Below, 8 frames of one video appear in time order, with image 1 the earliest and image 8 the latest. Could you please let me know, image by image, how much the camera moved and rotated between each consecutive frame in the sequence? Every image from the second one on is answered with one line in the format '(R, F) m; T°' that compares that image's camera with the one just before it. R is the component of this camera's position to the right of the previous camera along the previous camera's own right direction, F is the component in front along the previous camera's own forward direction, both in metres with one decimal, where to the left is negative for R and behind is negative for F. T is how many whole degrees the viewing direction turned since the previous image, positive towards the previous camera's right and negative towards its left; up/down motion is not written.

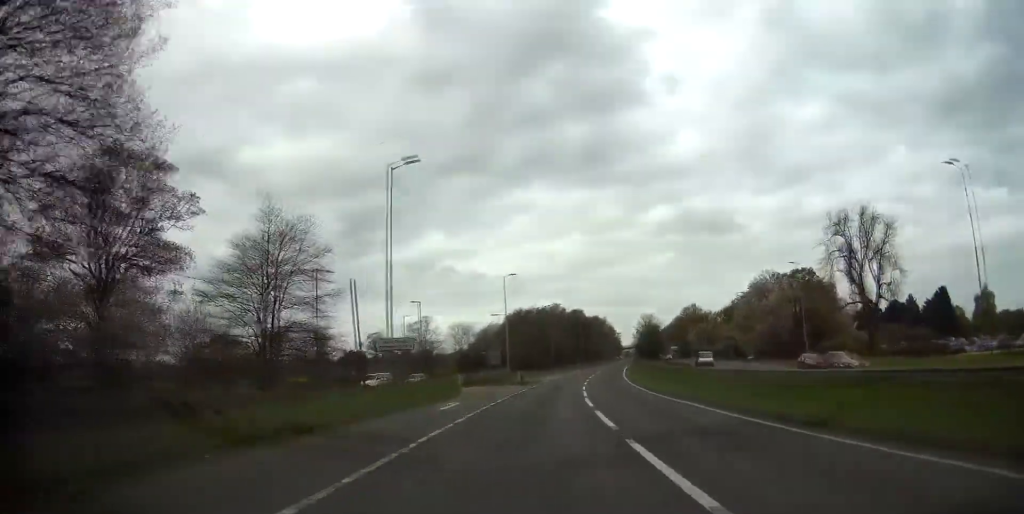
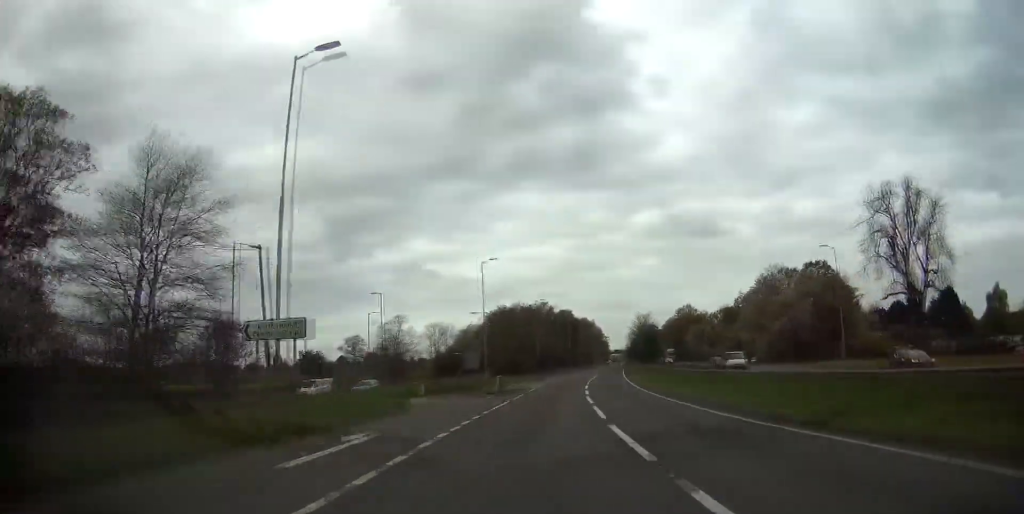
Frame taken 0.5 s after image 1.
(+0.2, +13.5) m; +1°
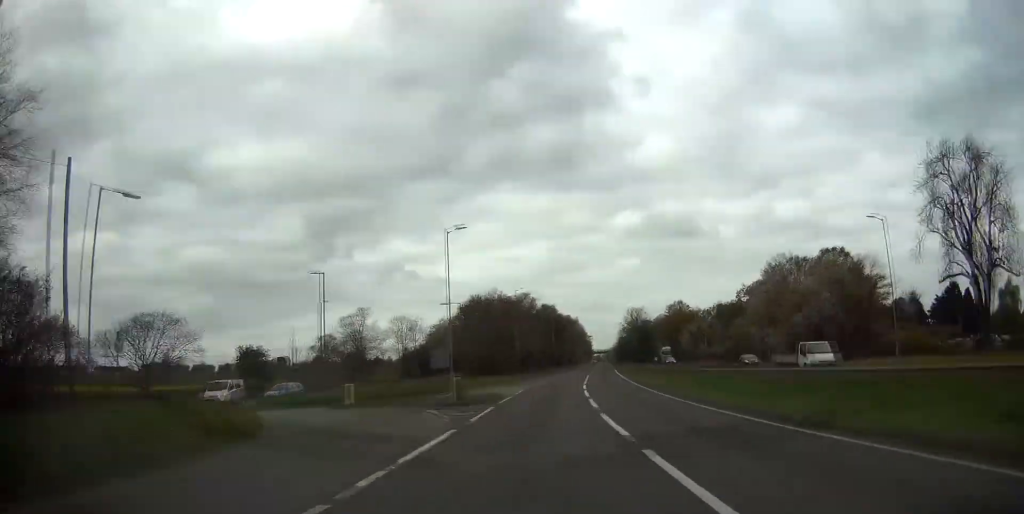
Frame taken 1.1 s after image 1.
(+0.1, +14.5) m; +1°
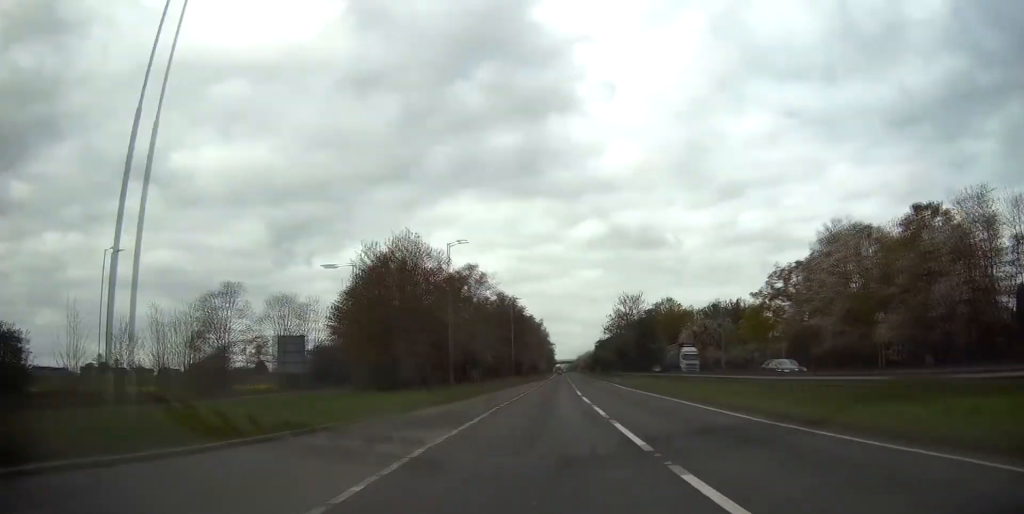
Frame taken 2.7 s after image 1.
(+1.4, +38.5) m; +4°
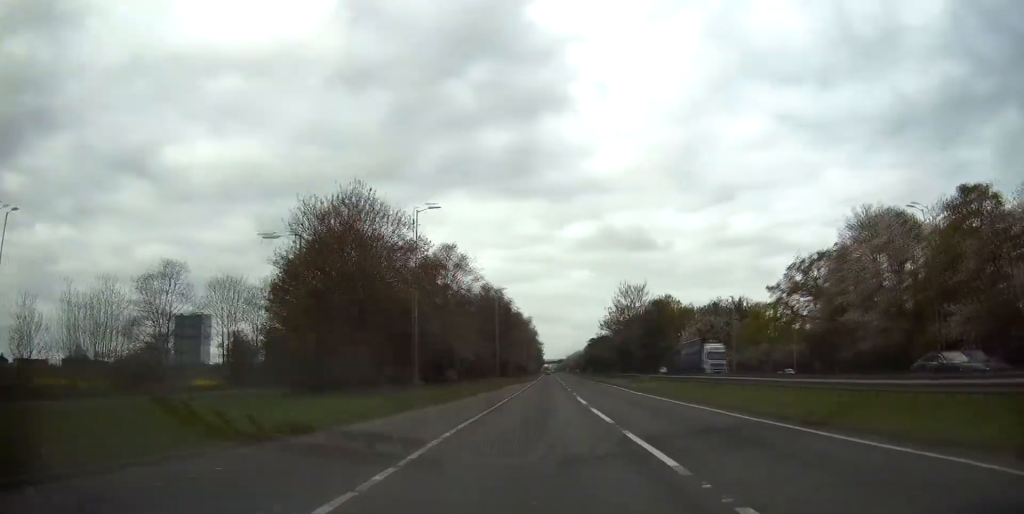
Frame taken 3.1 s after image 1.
(+0.1, +11.5) m; +1°
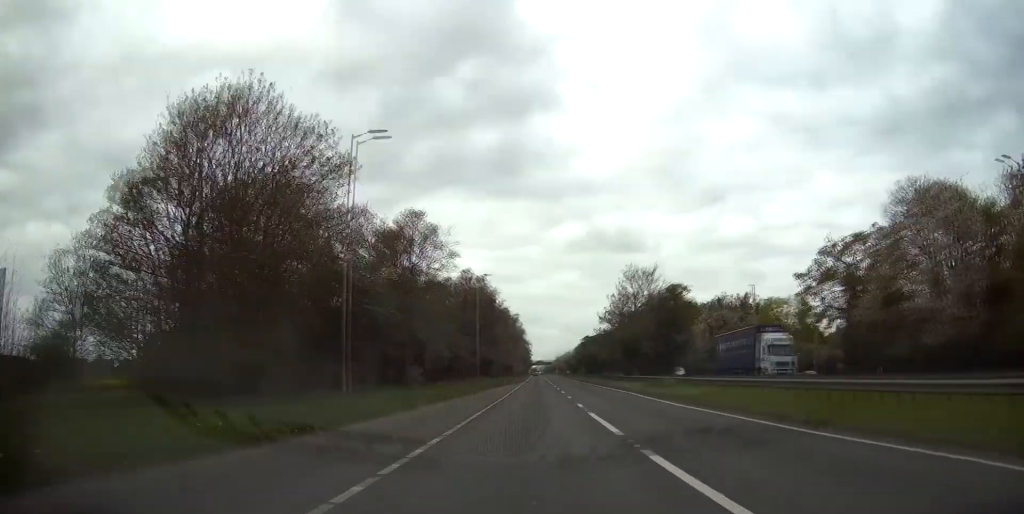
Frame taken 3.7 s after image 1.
(+0.2, +13.5) m; +1°
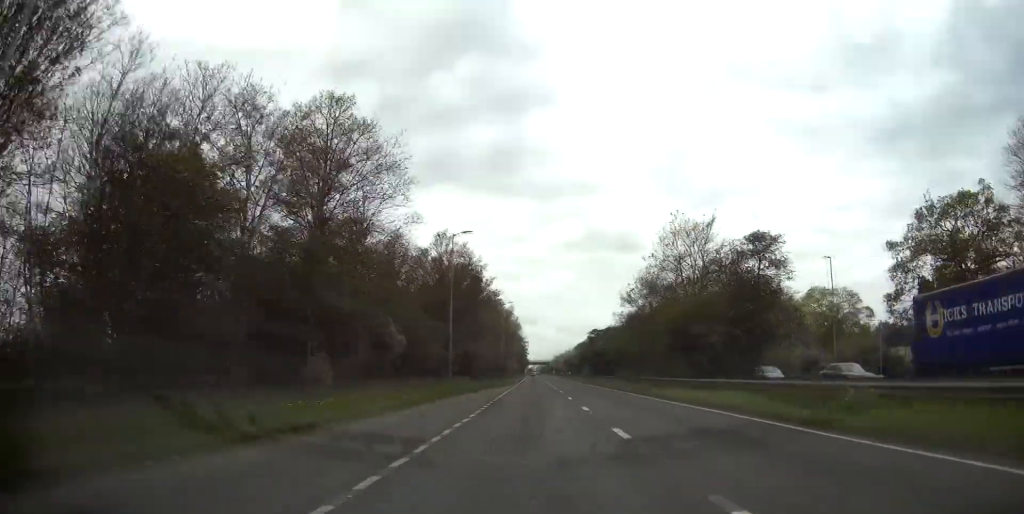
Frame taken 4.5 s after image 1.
(+0.3, +21.7) m; +1°
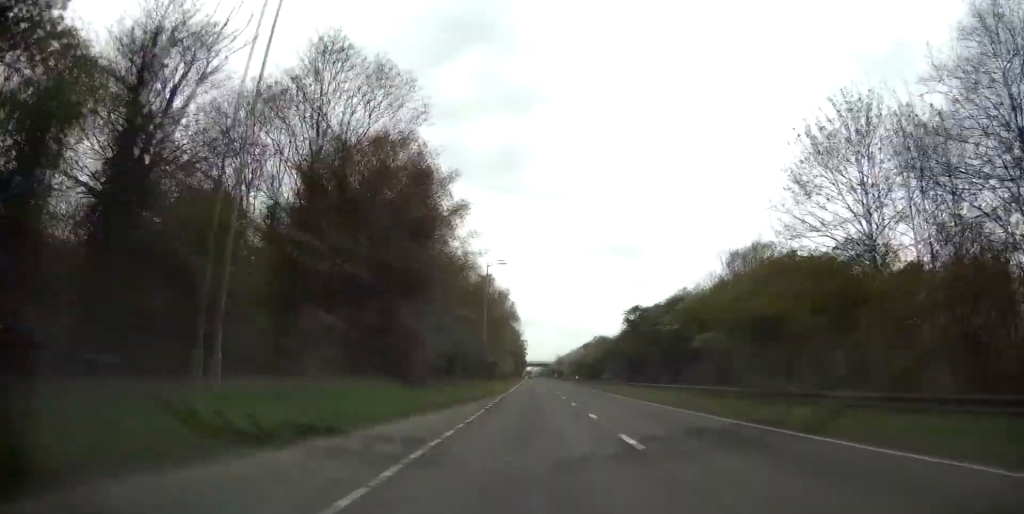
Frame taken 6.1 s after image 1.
(+0.1, +39.0) m; 0°
